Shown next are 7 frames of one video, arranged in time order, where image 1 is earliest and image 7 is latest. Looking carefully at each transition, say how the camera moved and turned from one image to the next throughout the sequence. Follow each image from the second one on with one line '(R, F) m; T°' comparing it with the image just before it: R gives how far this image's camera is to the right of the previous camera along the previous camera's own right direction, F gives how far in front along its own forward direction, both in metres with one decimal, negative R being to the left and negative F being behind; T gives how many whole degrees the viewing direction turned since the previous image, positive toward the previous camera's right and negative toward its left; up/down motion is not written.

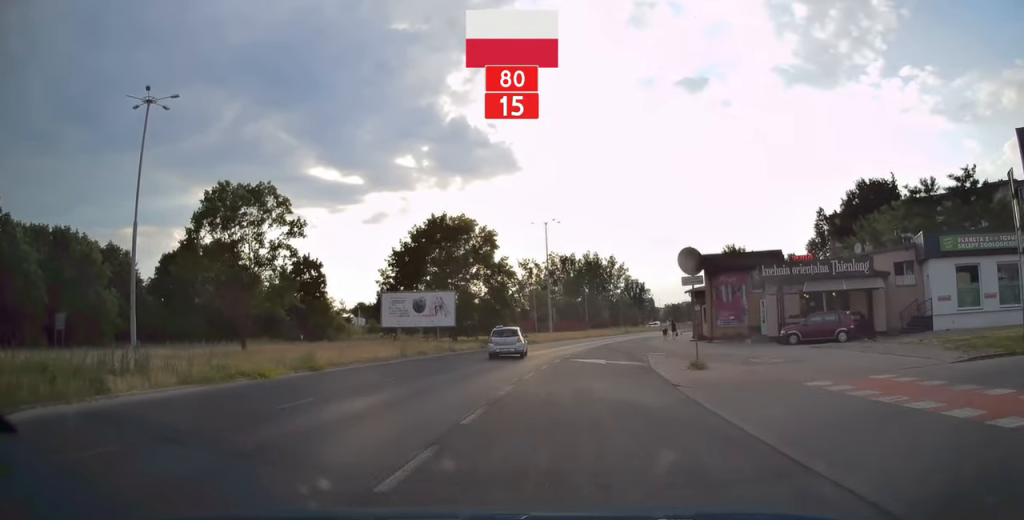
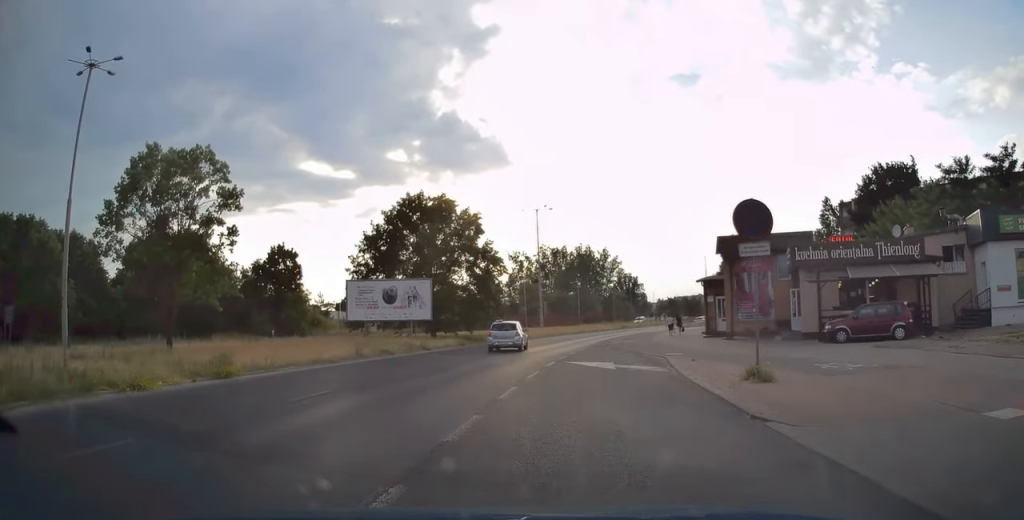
(0.0, +5.5) m; 0°
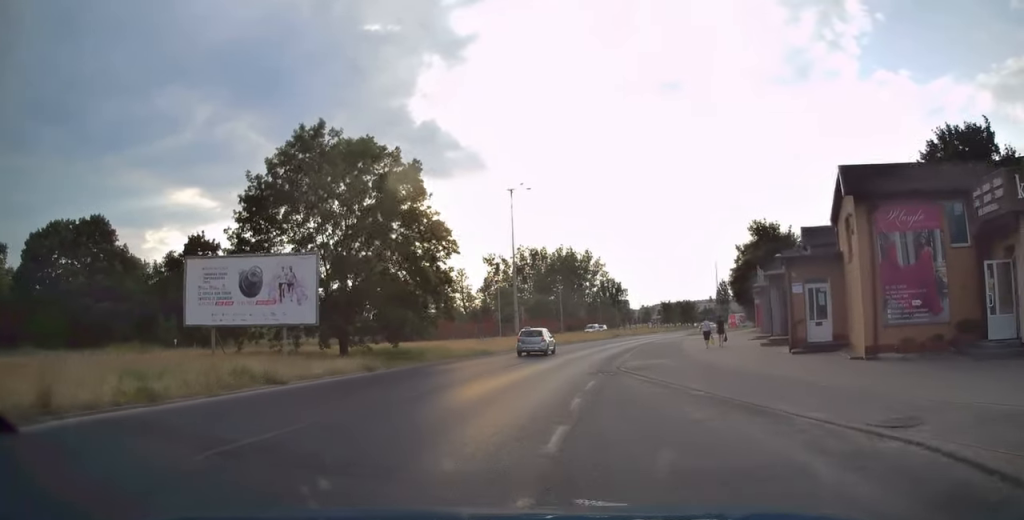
(+0.2, +15.9) m; +3°
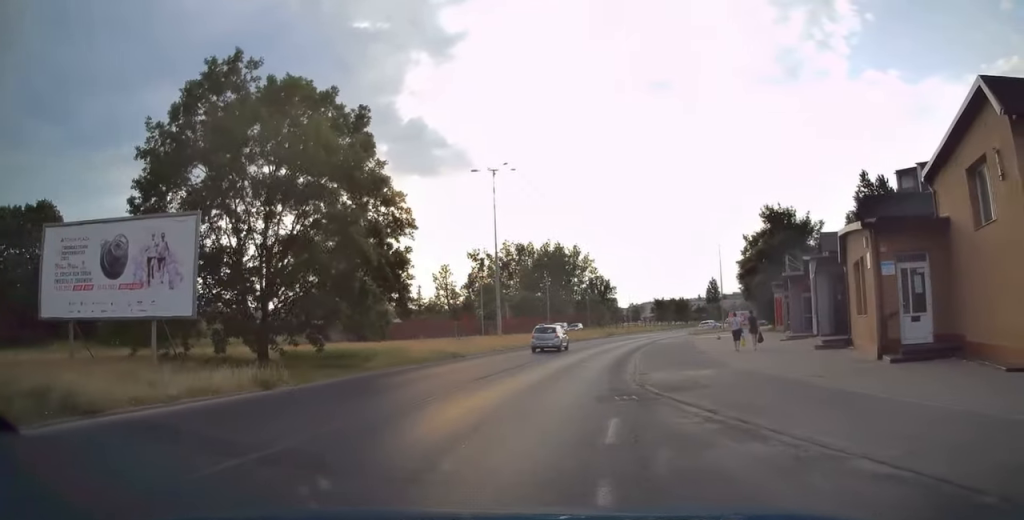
(0.0, +7.1) m; +2°
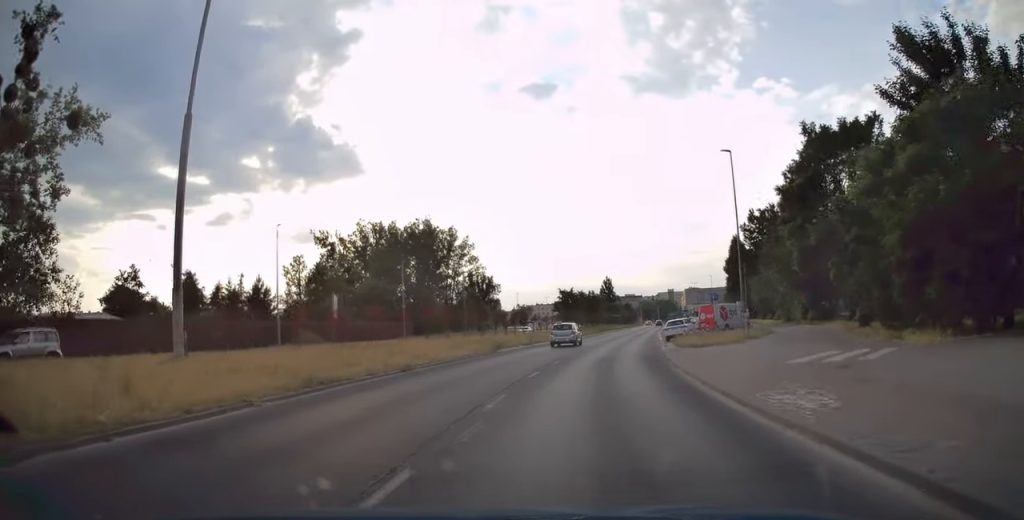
(+2.2, +37.7) m; +8°
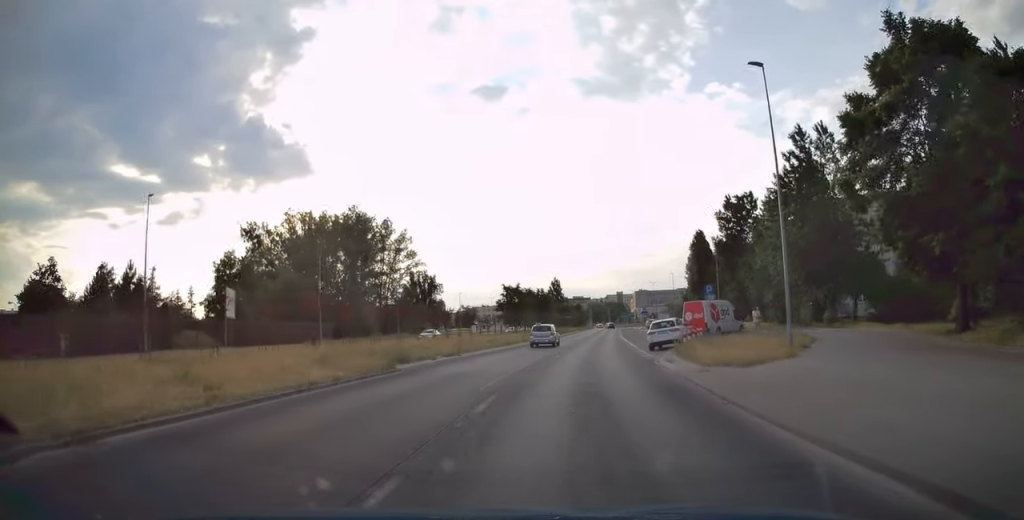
(+0.7, +12.4) m; +6°
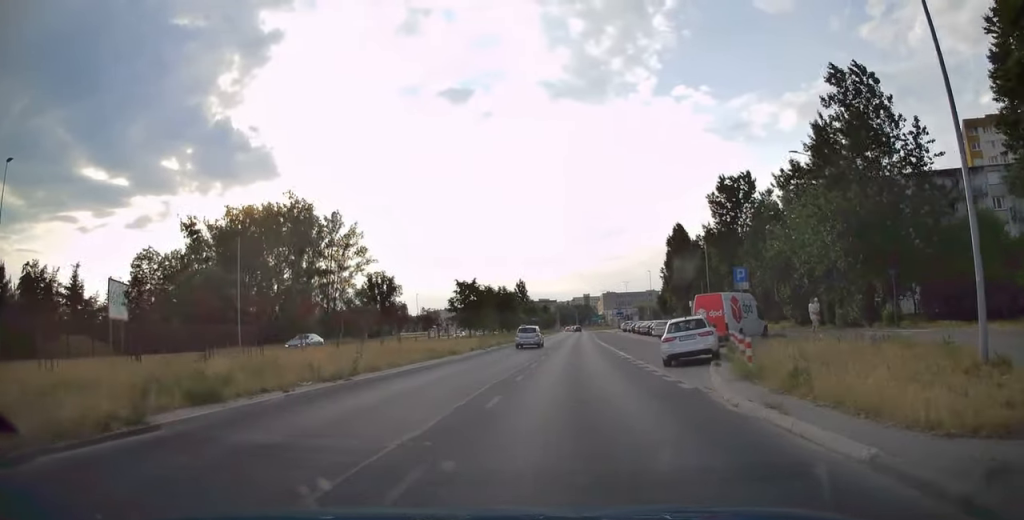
(+0.5, +11.5) m; +3°
